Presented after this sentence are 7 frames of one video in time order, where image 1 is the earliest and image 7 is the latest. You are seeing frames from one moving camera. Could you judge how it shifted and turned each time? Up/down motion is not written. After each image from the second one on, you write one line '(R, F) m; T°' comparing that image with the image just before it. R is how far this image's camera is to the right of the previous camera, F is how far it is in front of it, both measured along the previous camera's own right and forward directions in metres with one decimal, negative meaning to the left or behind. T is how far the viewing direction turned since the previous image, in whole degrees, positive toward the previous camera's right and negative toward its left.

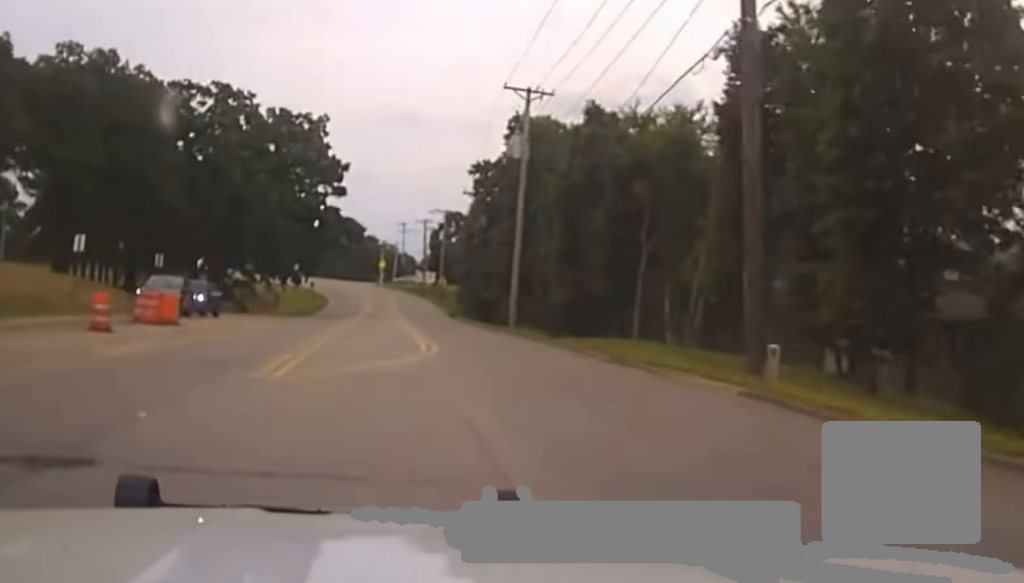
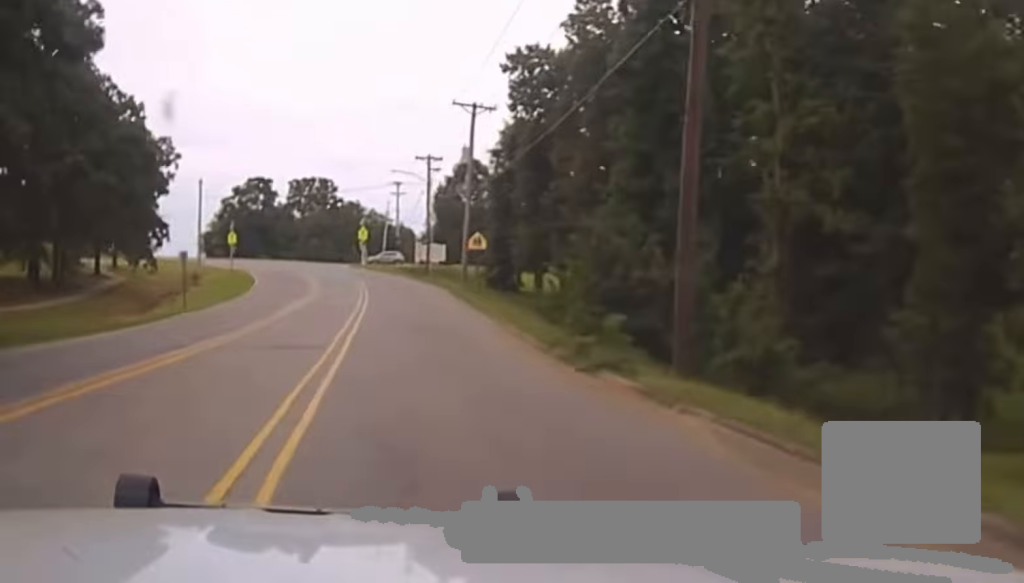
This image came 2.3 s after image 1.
(-0.1, +56.6) m; -1°
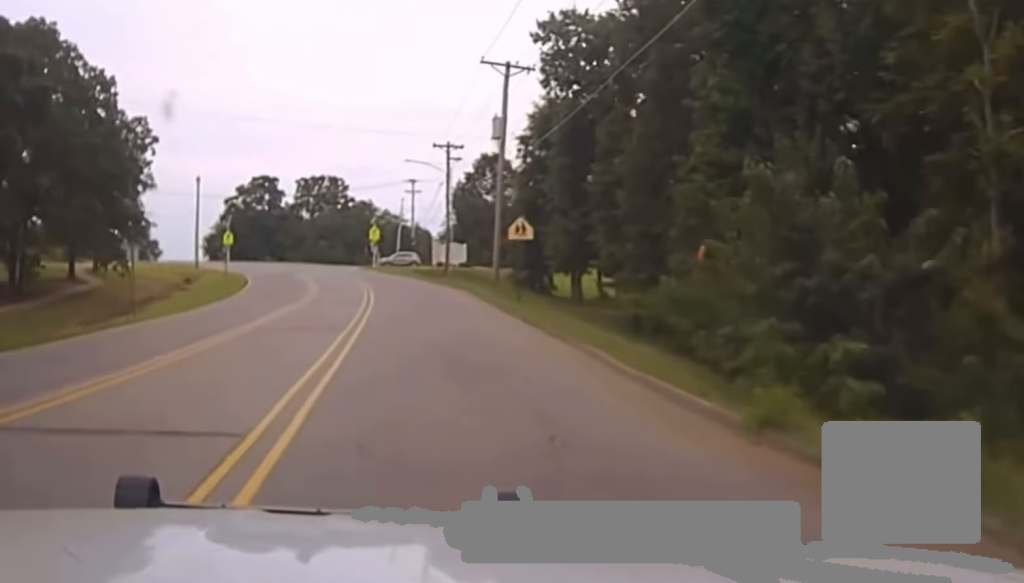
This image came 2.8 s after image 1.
(-0.1, +11.4) m; 0°
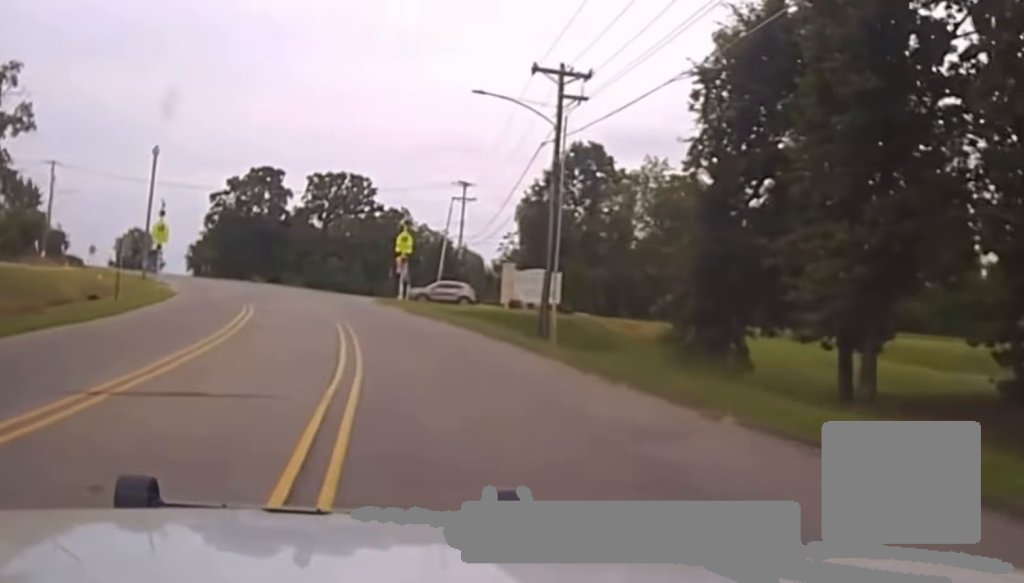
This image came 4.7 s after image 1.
(-0.1, +43.4) m; -1°
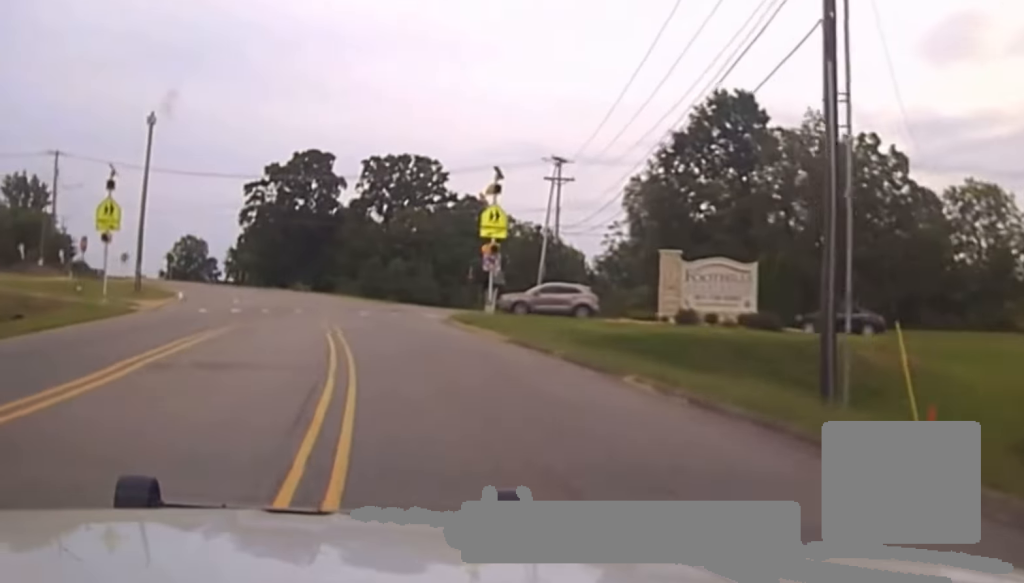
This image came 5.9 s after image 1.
(-0.9, +24.0) m; -6°
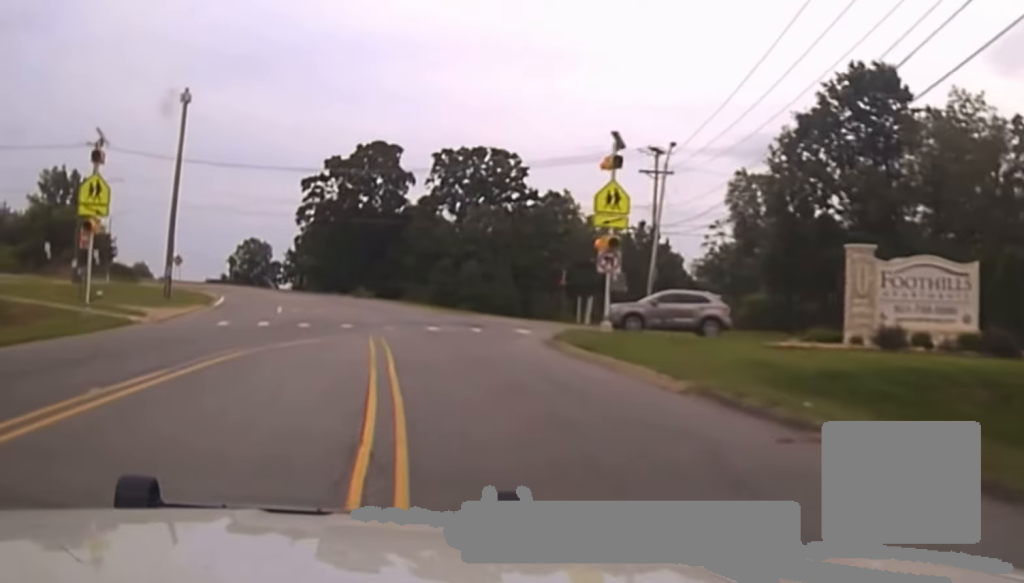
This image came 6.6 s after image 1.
(-0.1, +11.0) m; -8°
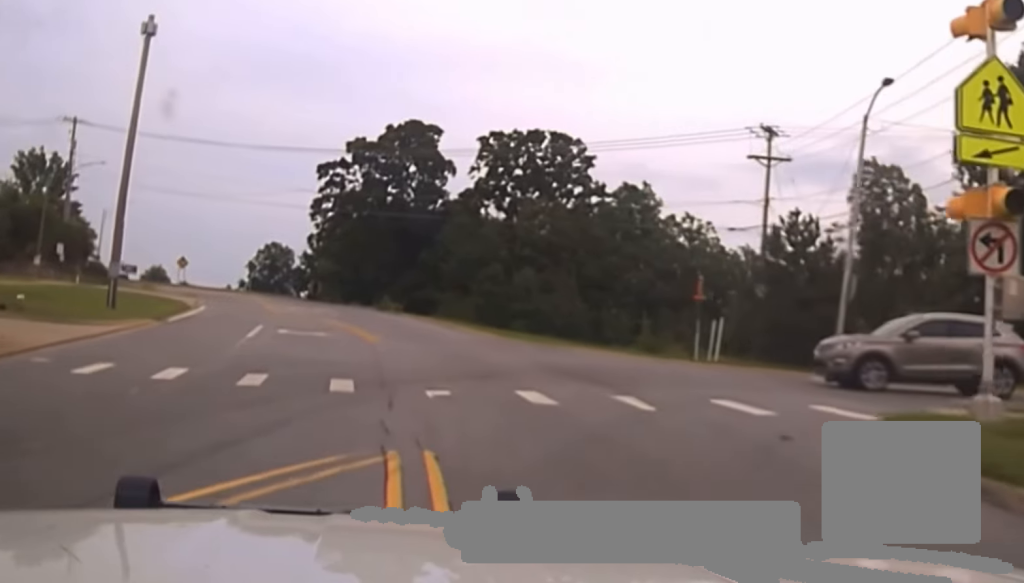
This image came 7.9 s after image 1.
(-2.6, +18.9) m; +7°
